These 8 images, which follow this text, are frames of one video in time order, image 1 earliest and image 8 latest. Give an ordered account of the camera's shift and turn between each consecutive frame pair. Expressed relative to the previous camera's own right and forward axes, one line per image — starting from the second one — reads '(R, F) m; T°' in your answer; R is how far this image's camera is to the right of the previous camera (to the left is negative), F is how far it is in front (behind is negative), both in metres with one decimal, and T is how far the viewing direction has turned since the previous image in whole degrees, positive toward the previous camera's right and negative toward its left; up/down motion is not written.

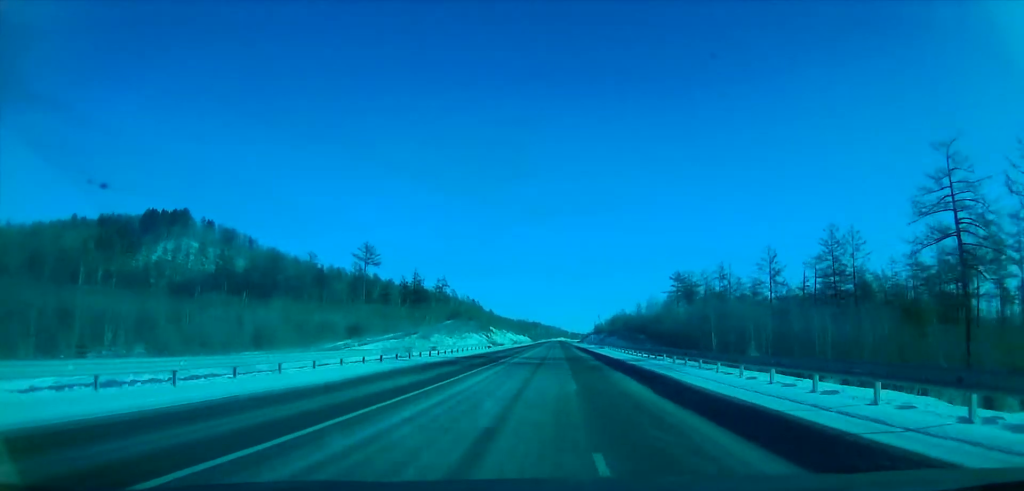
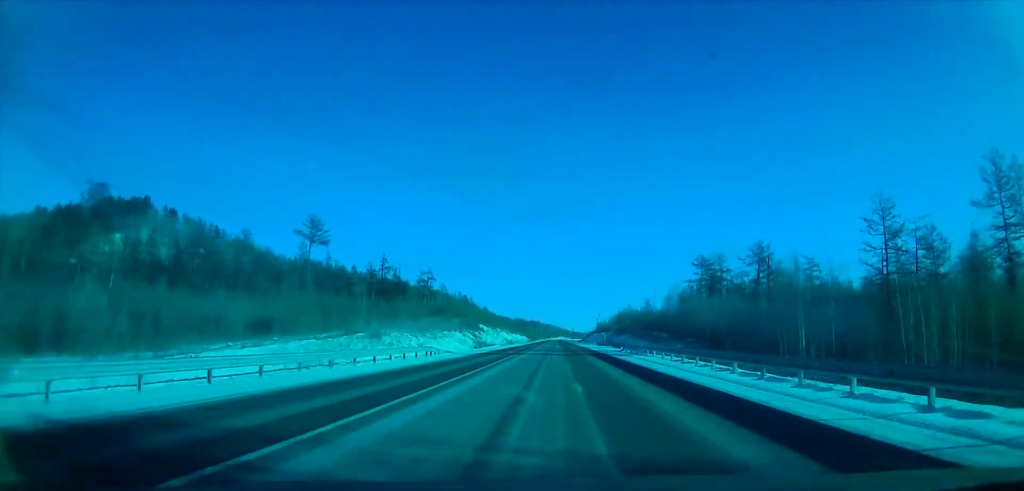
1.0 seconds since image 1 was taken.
(-1.2, +37.7) m; -1°
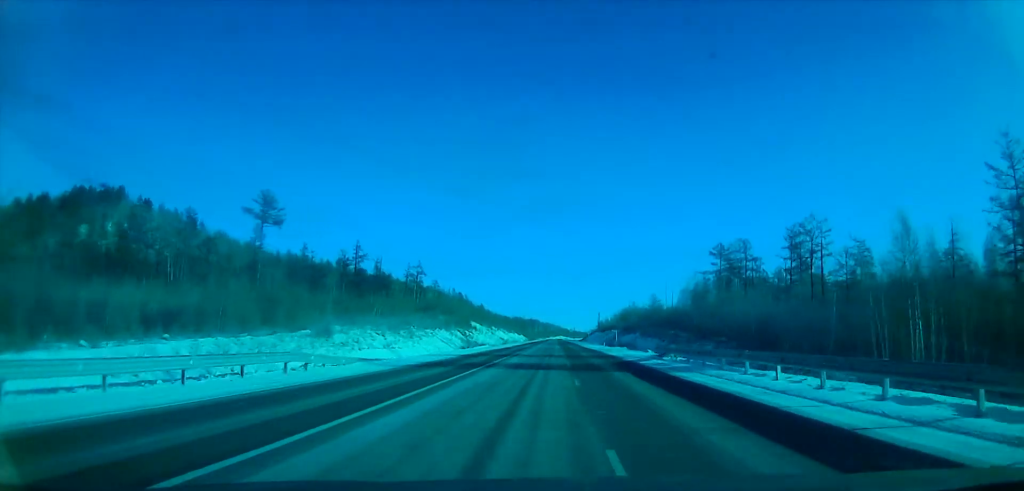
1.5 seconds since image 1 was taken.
(+0.5, +22.2) m; +1°
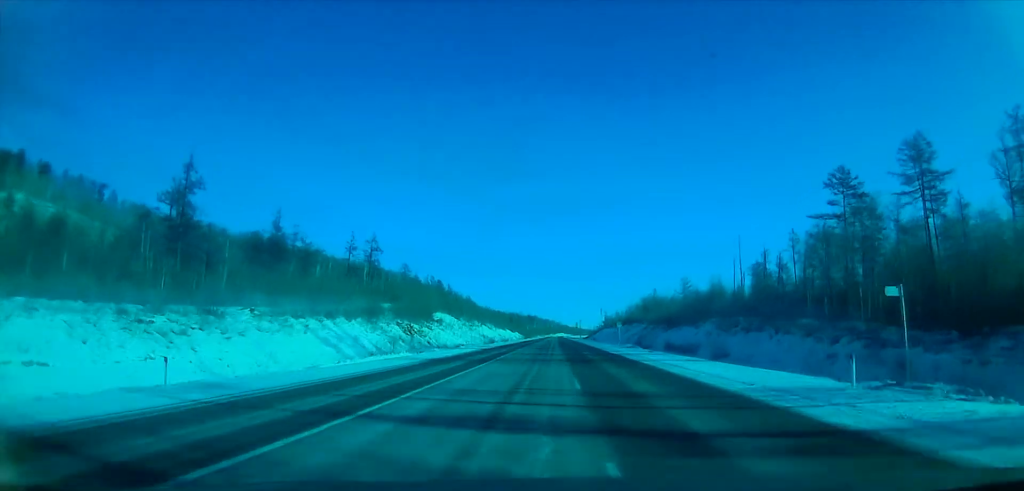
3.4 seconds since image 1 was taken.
(+0.6, +72.1) m; 0°
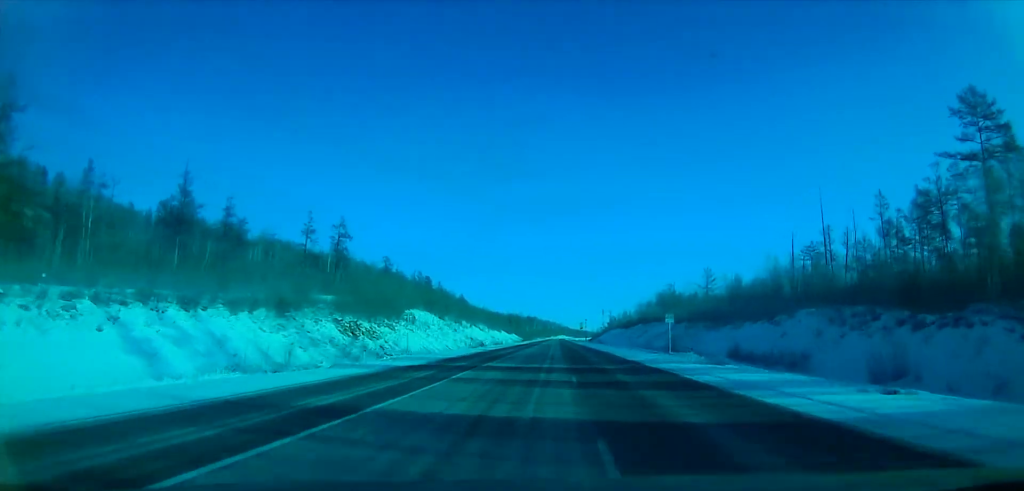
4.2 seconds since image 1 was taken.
(0.0, +34.0) m; 0°
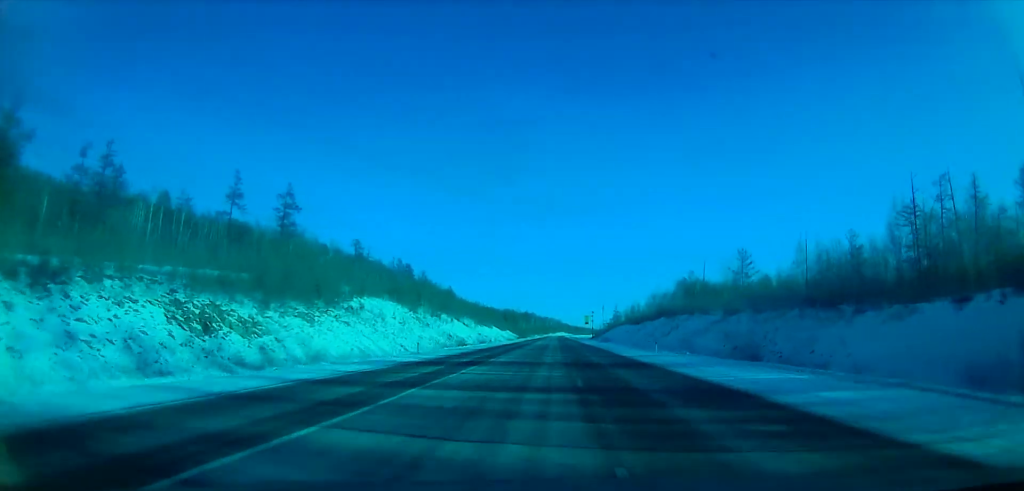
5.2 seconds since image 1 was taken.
(0.0, +37.6) m; 0°
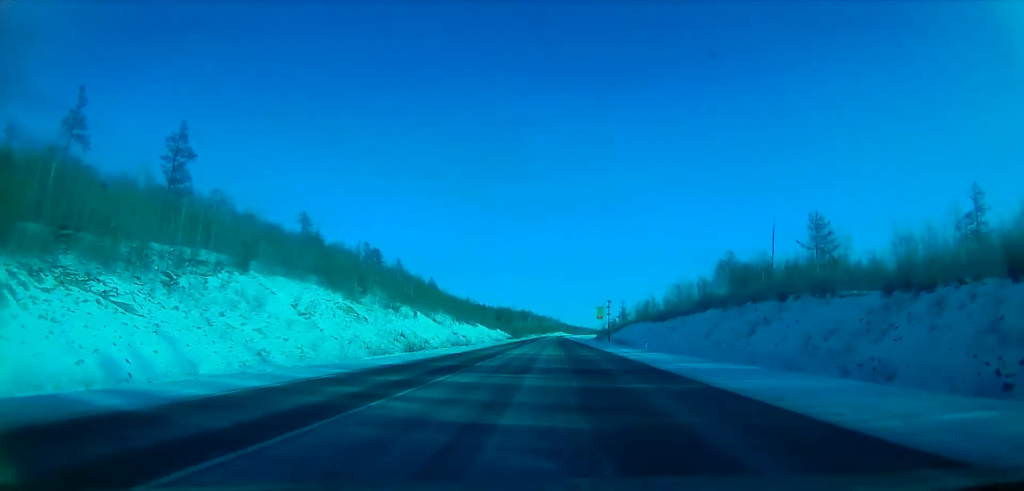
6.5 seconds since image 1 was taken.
(0.0, +47.4) m; 0°
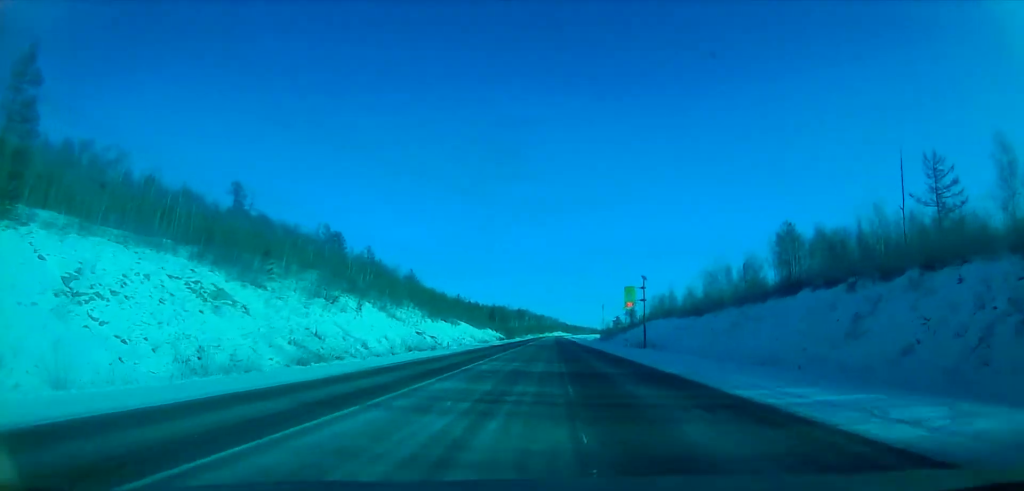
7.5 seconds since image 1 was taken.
(0.0, +40.2) m; 0°
